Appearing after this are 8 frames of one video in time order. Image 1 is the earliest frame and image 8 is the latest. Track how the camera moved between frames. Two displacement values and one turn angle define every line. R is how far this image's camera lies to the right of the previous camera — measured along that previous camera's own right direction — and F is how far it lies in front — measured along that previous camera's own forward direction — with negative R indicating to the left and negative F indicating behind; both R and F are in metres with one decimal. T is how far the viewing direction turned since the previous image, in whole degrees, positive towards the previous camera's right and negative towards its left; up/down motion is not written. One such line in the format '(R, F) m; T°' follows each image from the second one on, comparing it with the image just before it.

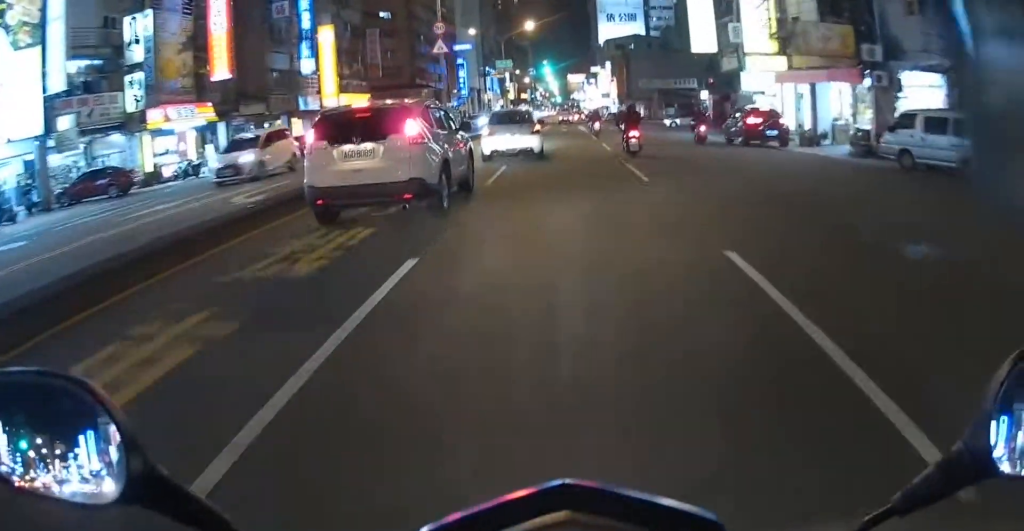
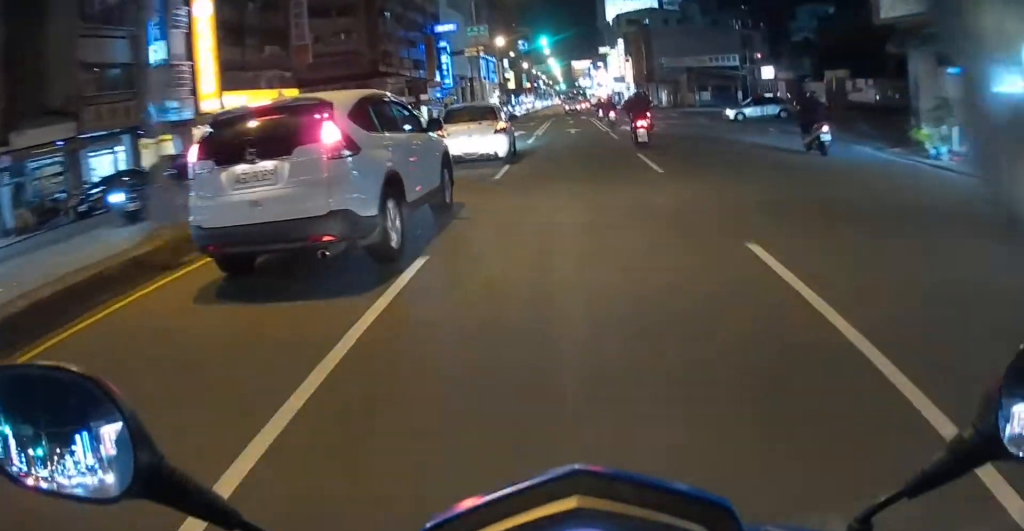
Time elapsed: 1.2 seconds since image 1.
(+0.4, +19.4) m; 0°
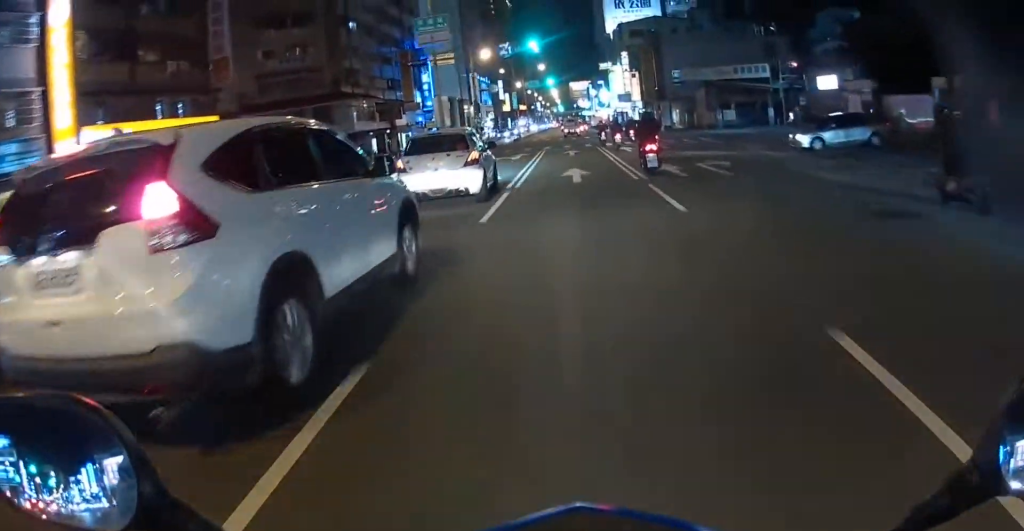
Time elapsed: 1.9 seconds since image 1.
(+0.1, +11.4) m; -1°
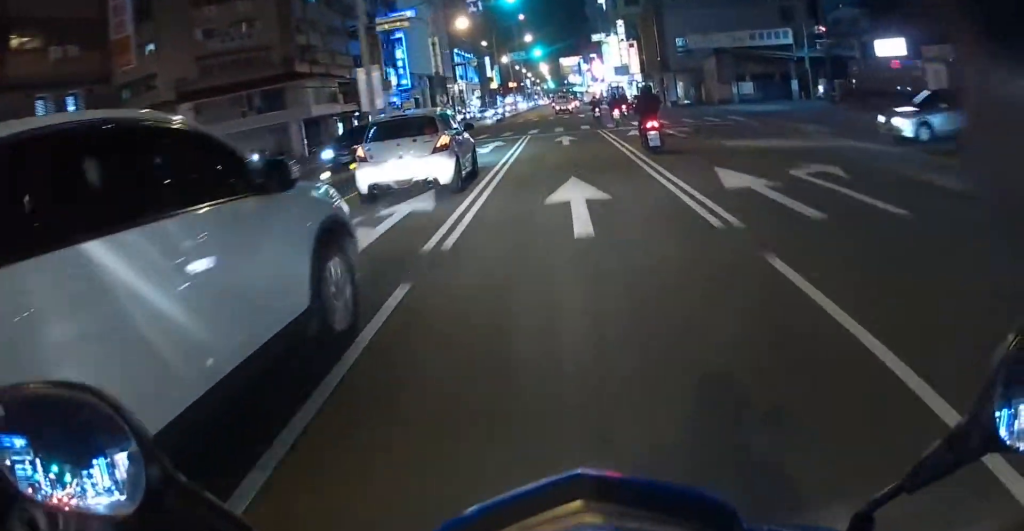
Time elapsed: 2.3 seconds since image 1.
(-0.5, +8.3) m; +1°
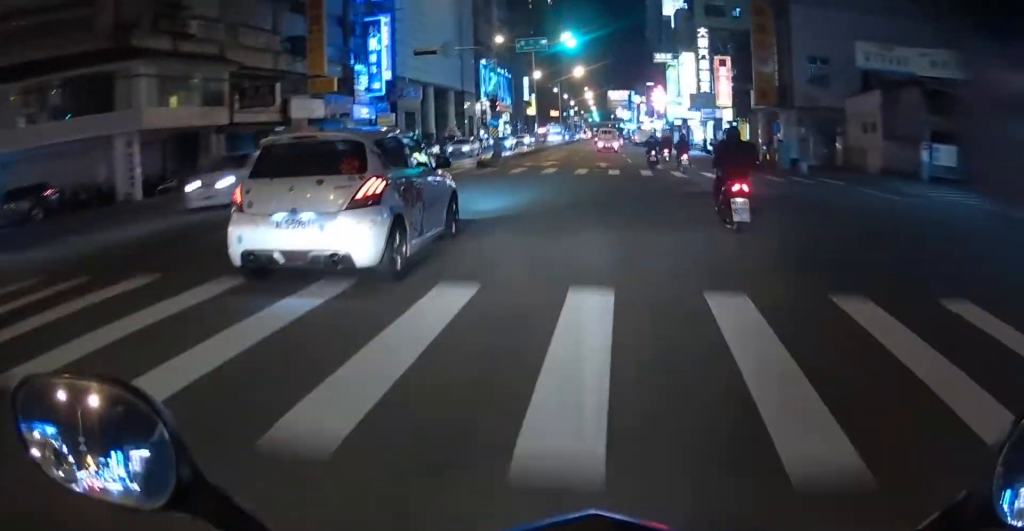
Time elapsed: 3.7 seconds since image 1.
(+1.1, +25.0) m; +3°
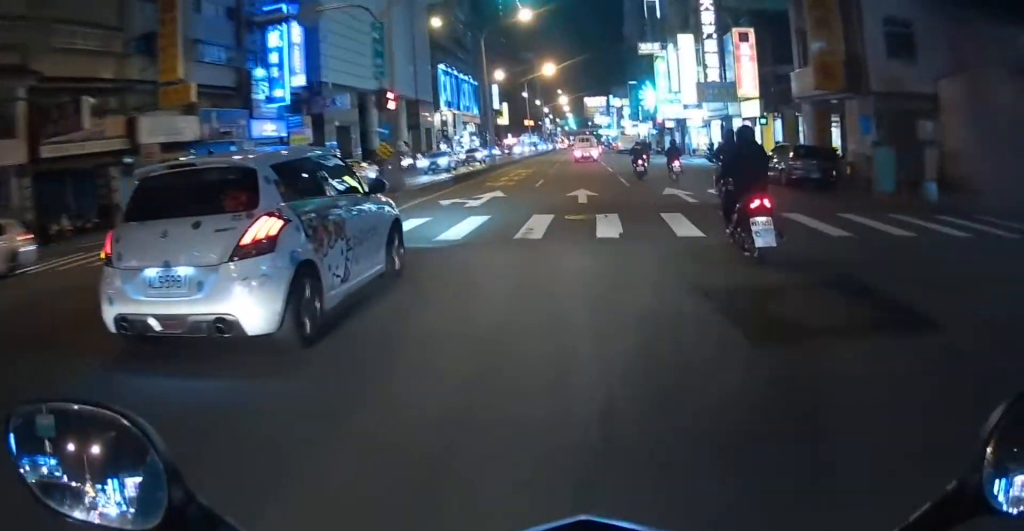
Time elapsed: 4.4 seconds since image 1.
(-0.5, +13.5) m; -1°
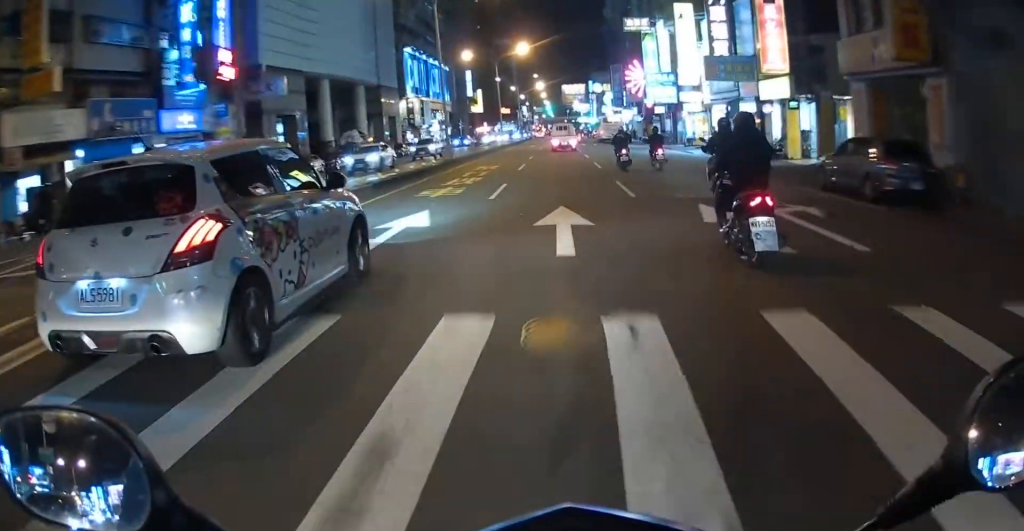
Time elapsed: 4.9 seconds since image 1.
(-0.1, +7.9) m; 0°
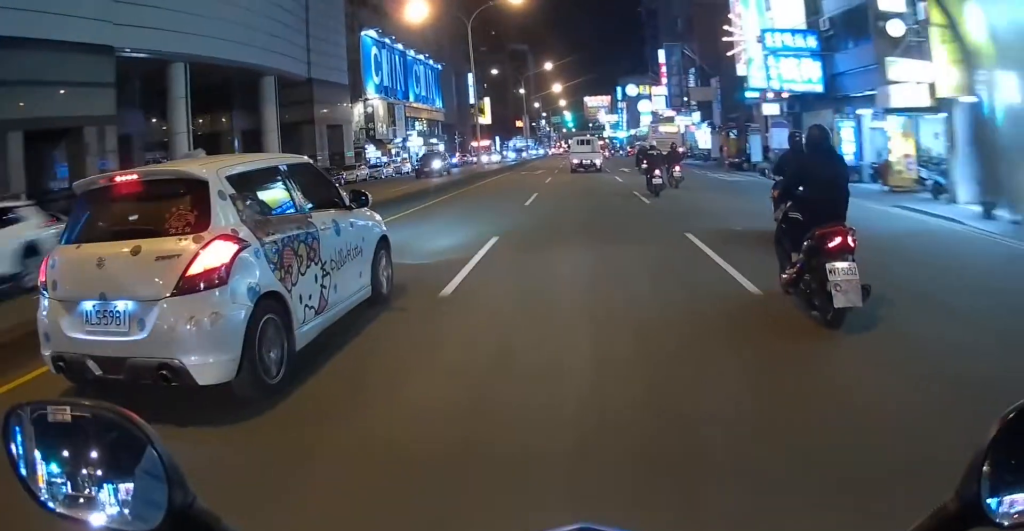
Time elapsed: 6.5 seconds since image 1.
(+0.3, +28.6) m; +1°
